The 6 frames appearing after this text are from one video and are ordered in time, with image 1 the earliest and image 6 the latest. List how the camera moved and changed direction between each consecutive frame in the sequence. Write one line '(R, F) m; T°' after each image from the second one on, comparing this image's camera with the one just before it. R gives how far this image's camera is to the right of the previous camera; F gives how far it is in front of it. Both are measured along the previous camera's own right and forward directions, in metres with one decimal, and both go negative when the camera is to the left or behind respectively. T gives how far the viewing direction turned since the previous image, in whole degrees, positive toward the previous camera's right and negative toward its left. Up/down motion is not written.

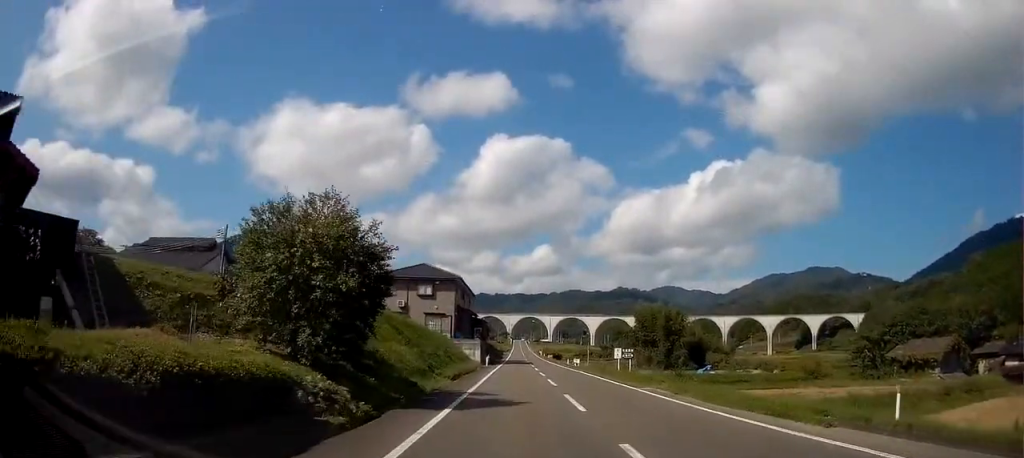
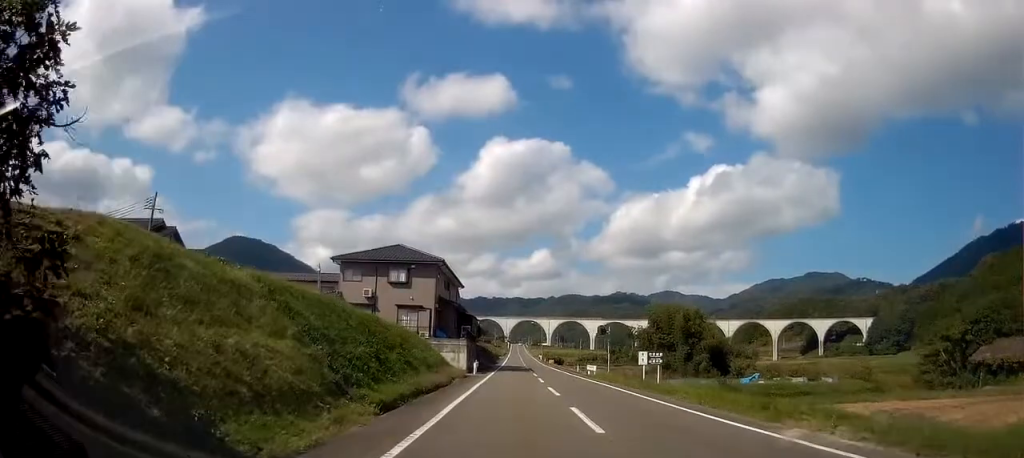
(0.0, +13.7) m; 0°
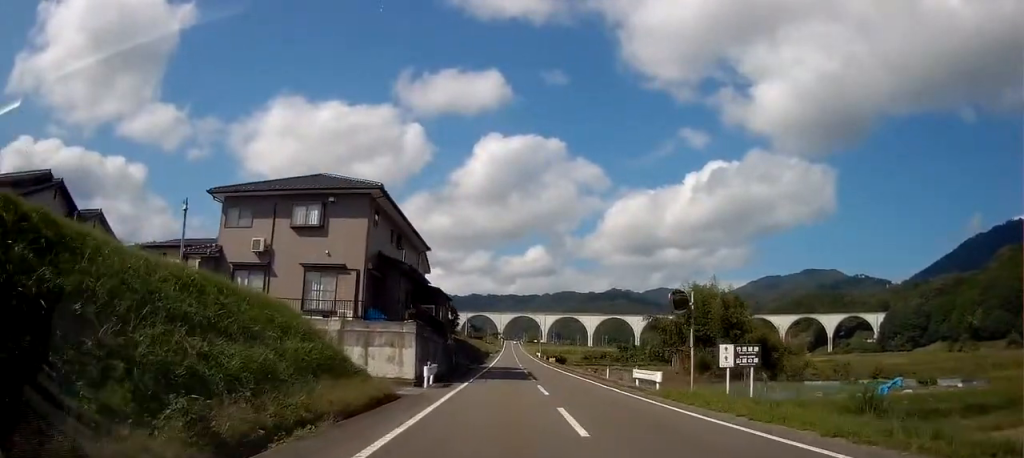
(0.0, +20.7) m; 0°
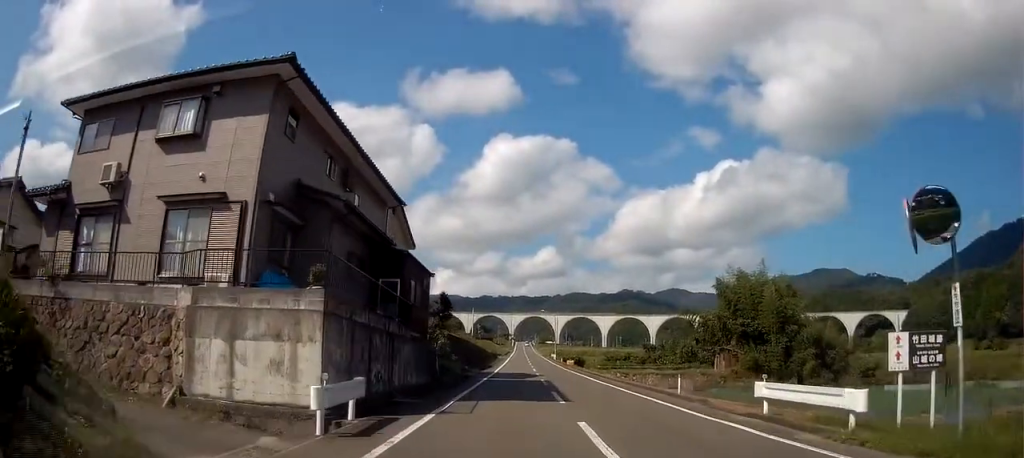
(0.0, +13.1) m; -1°
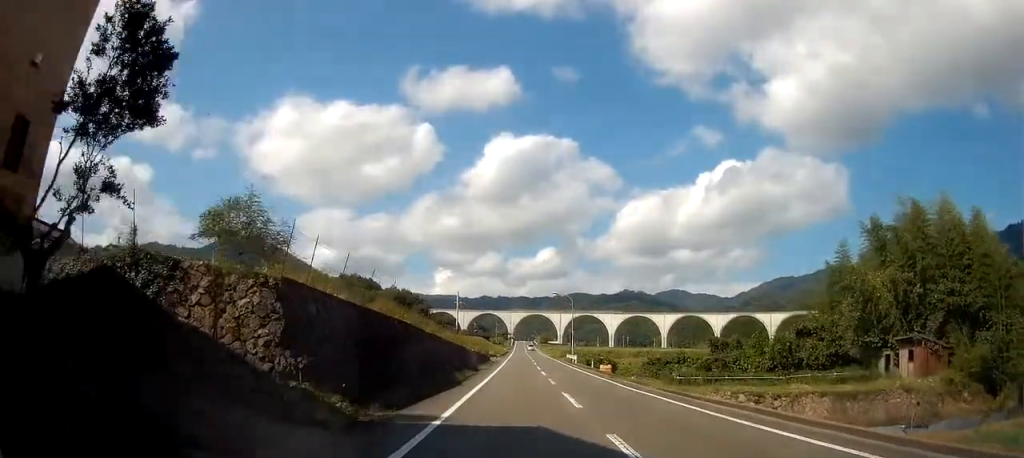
(-0.5, +32.1) m; -1°
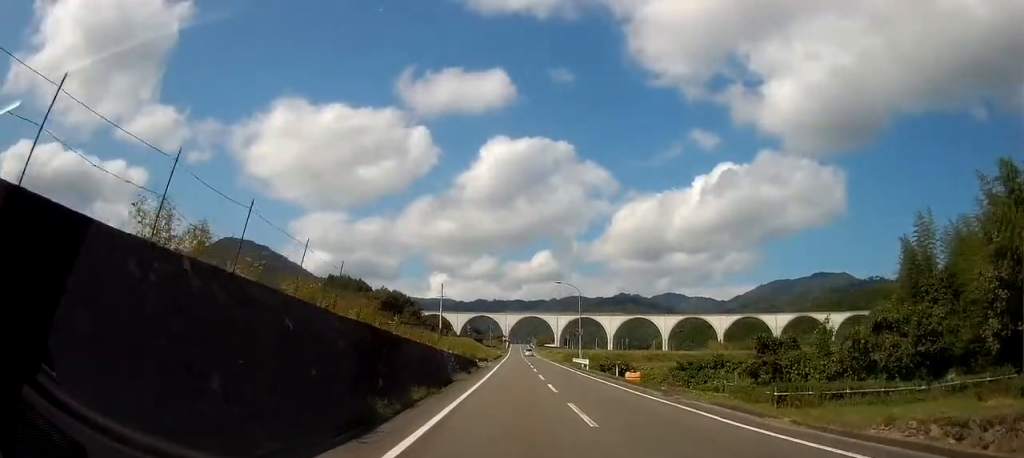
(+0.1, +13.8) m; +1°
